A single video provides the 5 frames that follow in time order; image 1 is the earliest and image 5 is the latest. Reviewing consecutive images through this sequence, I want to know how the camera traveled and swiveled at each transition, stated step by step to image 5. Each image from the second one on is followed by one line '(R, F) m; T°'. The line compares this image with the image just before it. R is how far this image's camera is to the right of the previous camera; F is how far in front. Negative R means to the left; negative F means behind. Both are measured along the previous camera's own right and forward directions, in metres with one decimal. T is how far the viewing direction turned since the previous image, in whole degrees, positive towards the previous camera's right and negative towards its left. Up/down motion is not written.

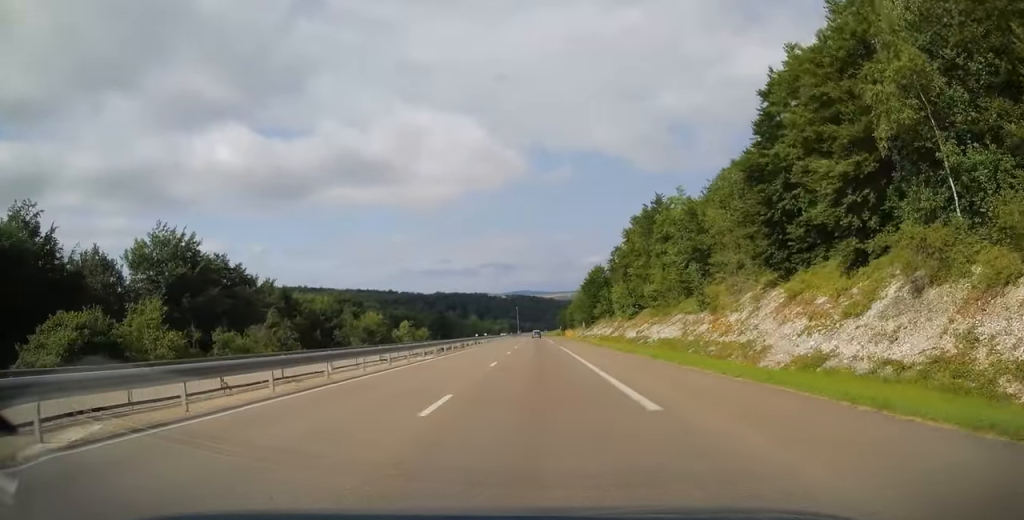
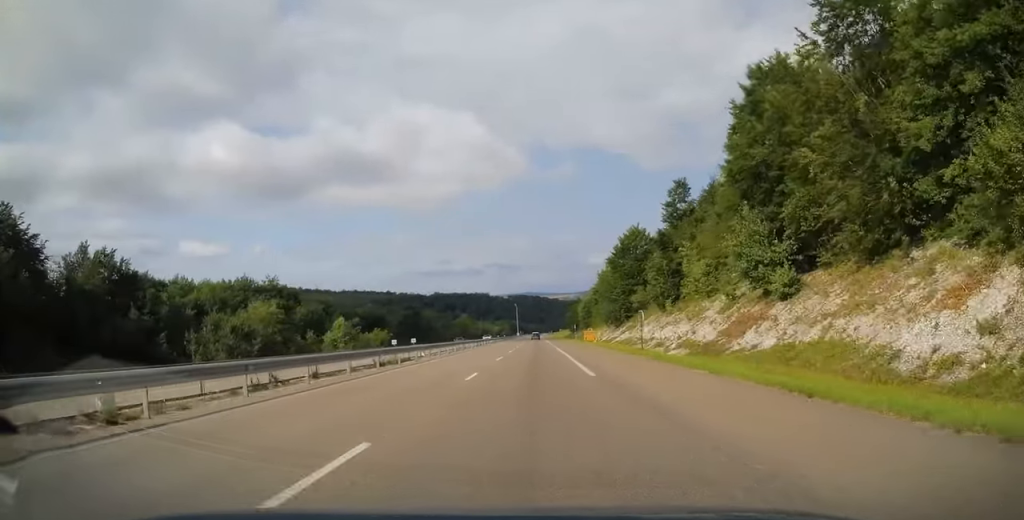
(-0.3, +44.5) m; 0°
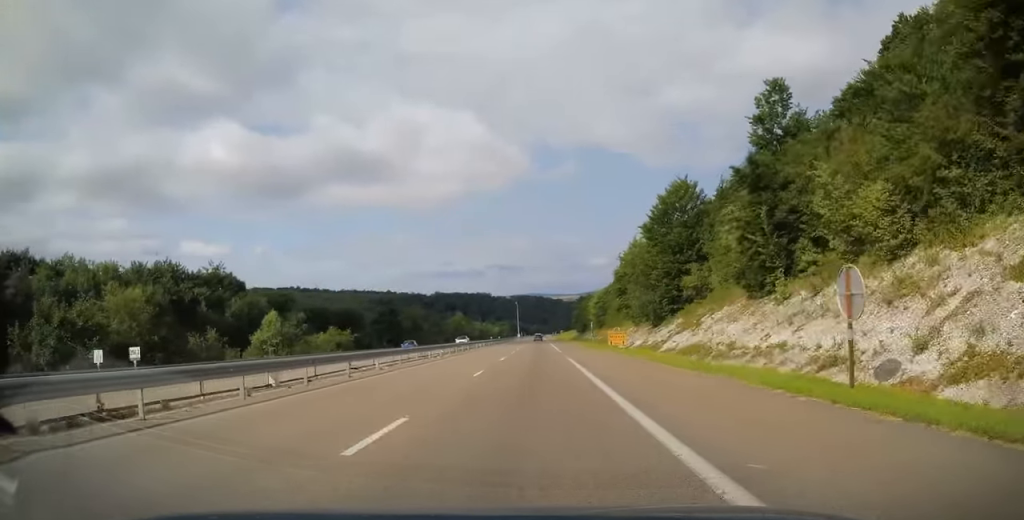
(+0.1, +24.0) m; 0°
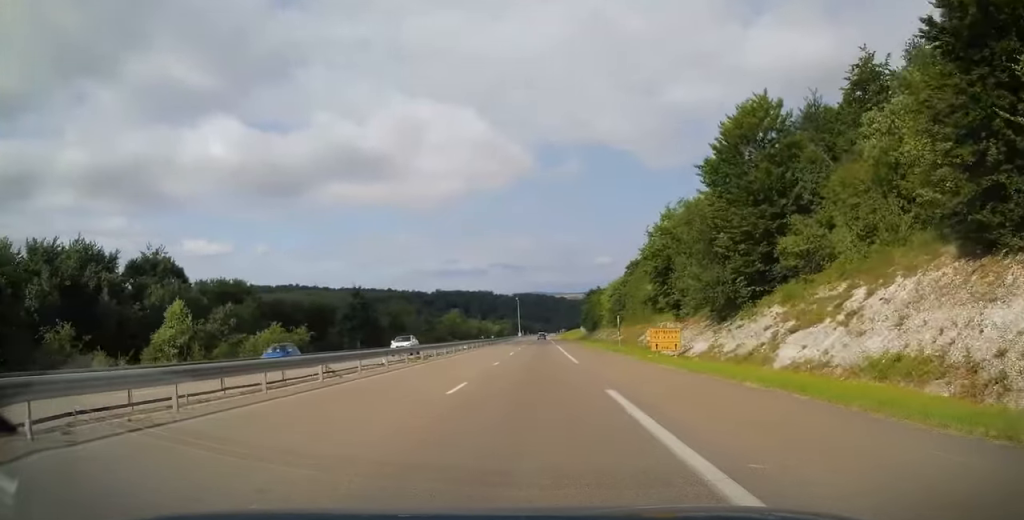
(+0.1, +18.9) m; 0°
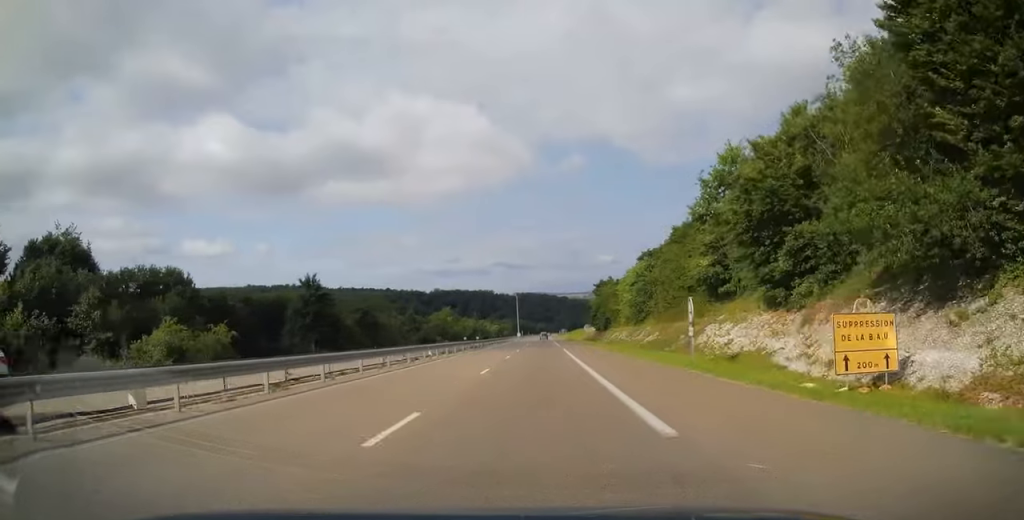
(-0.2, +20.0) m; 0°
